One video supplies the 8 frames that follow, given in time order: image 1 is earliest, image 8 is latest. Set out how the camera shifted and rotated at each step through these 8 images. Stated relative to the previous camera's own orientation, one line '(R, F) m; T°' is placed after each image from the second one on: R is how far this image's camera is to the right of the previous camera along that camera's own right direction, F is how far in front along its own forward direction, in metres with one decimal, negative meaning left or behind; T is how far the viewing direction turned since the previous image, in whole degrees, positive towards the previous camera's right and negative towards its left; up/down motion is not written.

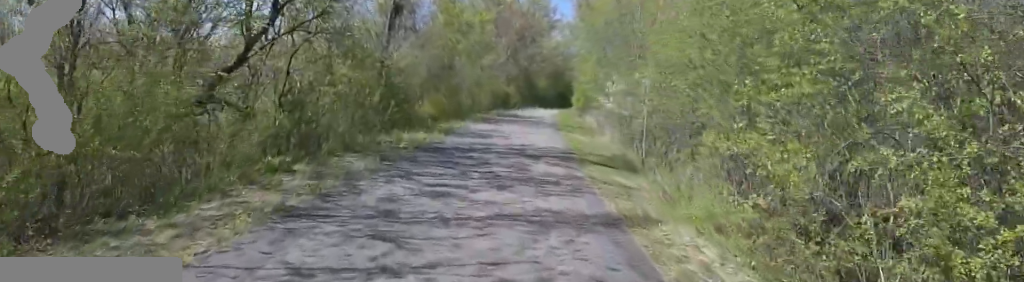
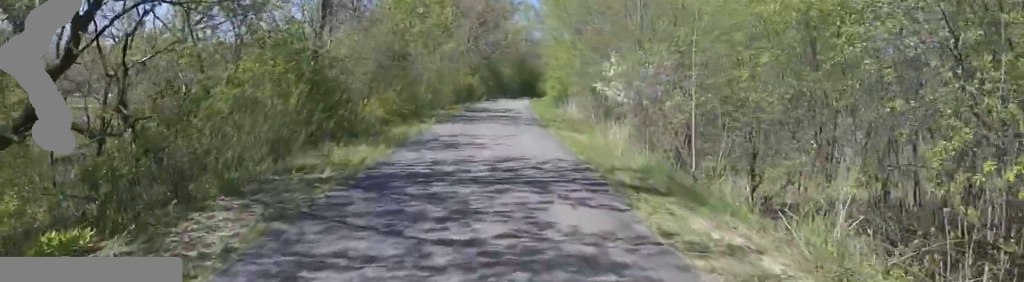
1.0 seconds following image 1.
(0.0, +5.2) m; 0°
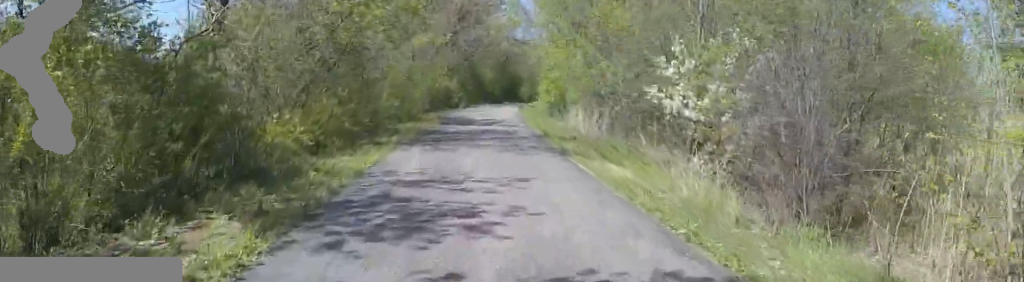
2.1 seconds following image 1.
(0.0, +6.3) m; 0°
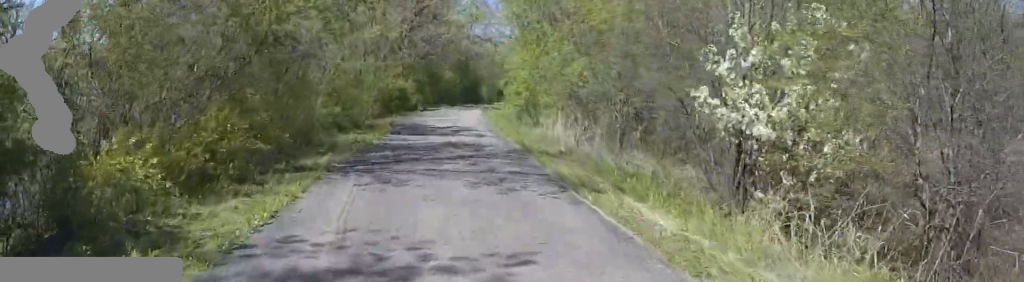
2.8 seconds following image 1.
(0.0, +3.6) m; 0°
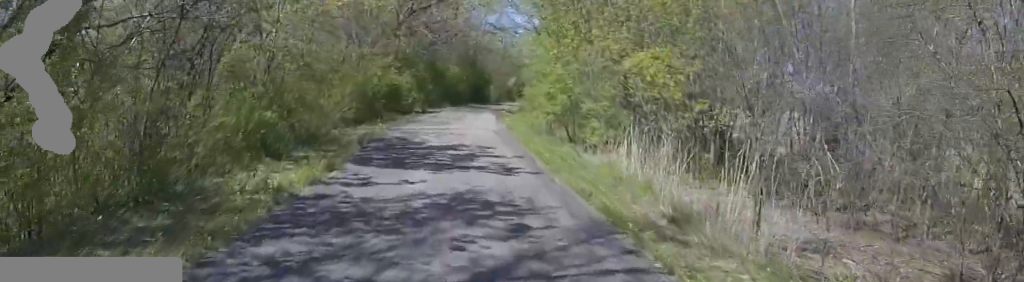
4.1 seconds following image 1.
(0.0, +7.4) m; 0°
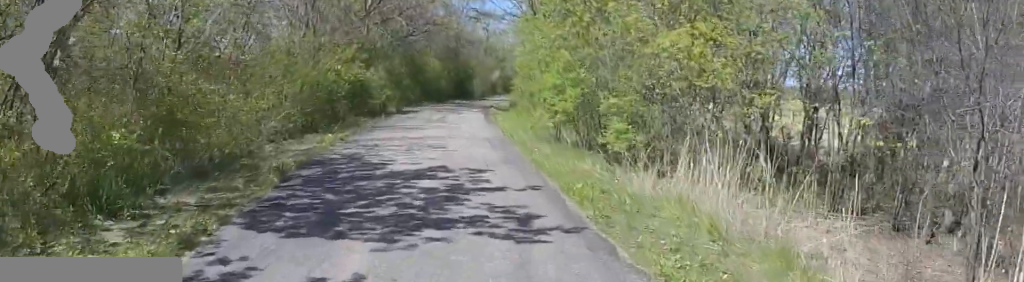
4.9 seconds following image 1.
(0.0, +4.7) m; +3°
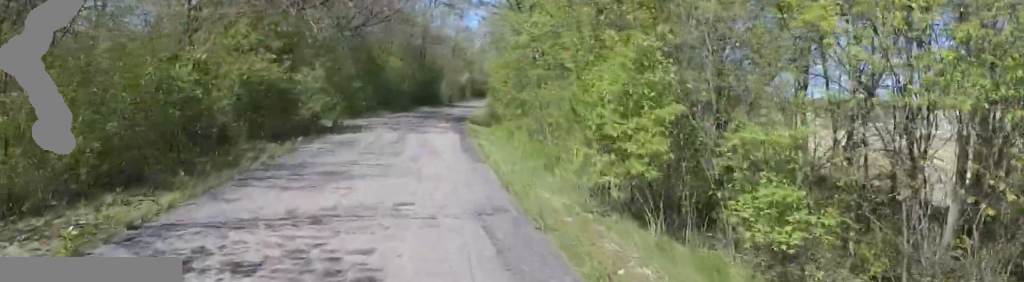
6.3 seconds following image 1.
(+0.8, +7.6) m; +9°
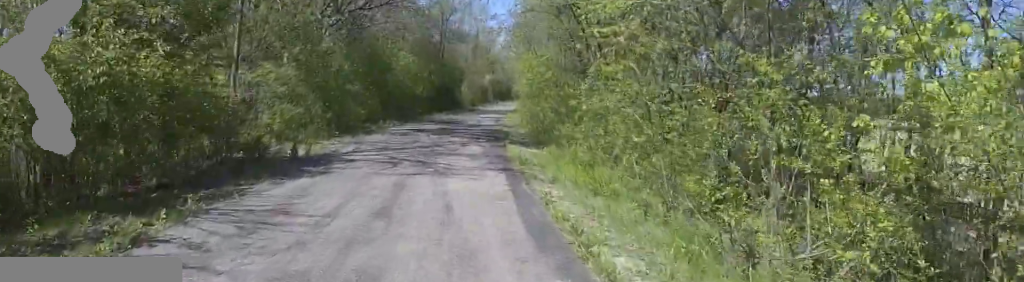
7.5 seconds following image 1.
(-0.2, +6.4) m; -7°
